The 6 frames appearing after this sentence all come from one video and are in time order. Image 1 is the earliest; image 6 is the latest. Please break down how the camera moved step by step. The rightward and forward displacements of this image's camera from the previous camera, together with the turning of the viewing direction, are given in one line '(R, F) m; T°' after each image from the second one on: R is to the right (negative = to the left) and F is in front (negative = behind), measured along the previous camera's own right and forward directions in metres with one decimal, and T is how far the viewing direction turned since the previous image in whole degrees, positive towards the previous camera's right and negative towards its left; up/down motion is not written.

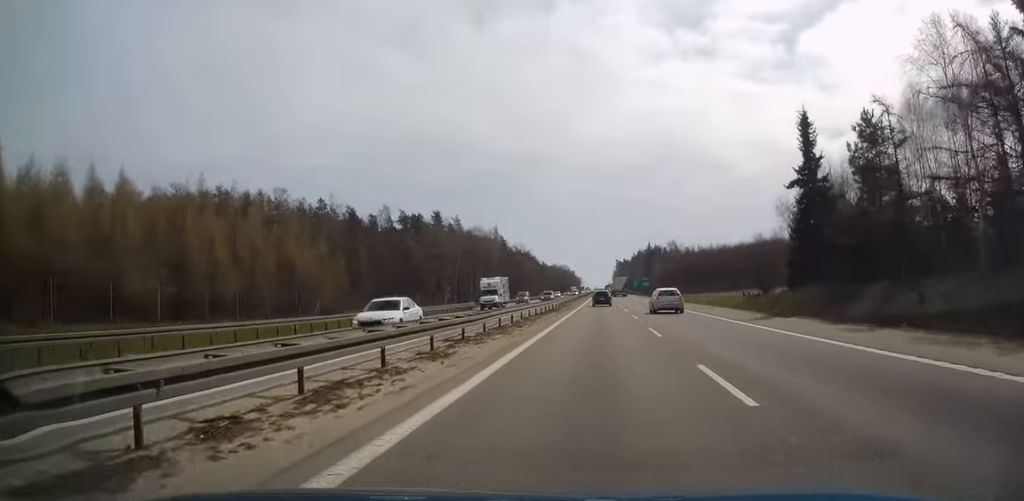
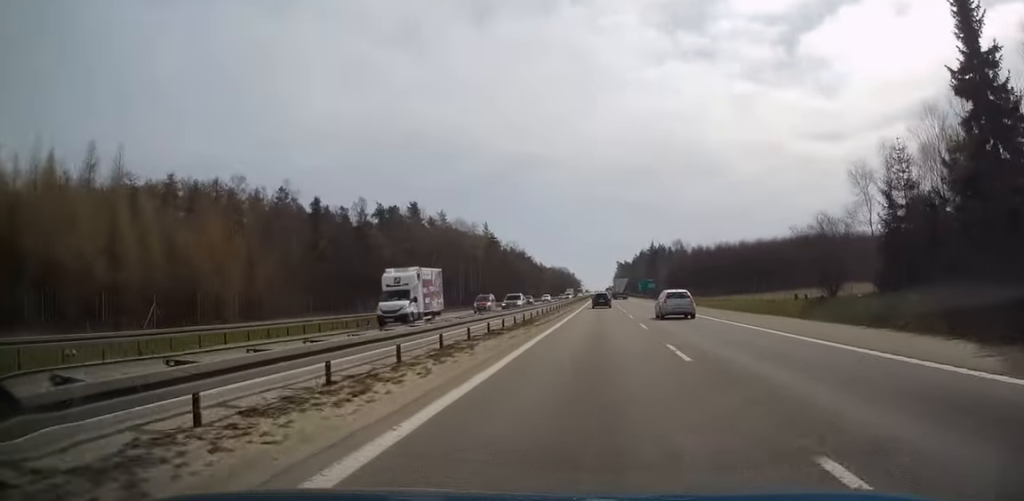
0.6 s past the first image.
(-0.1, +18.8) m; 0°
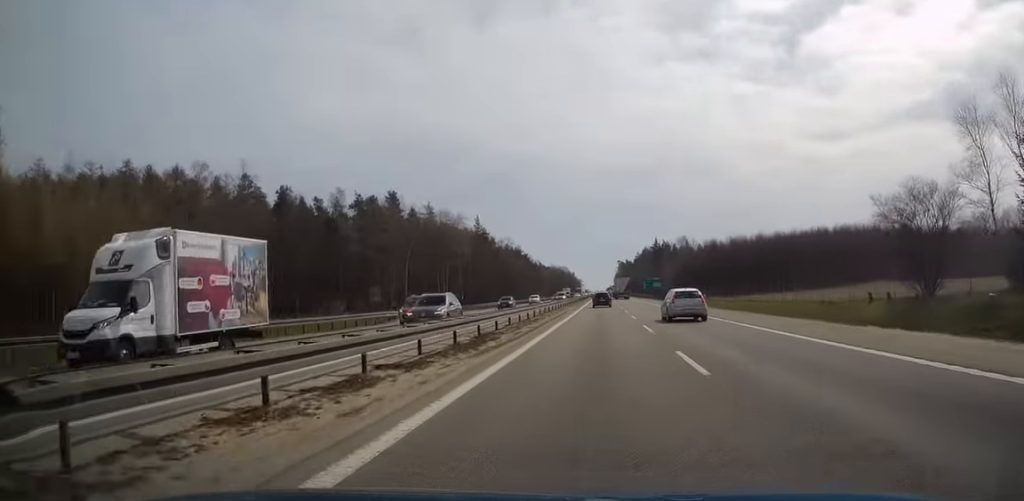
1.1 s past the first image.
(0.0, +14.2) m; 0°
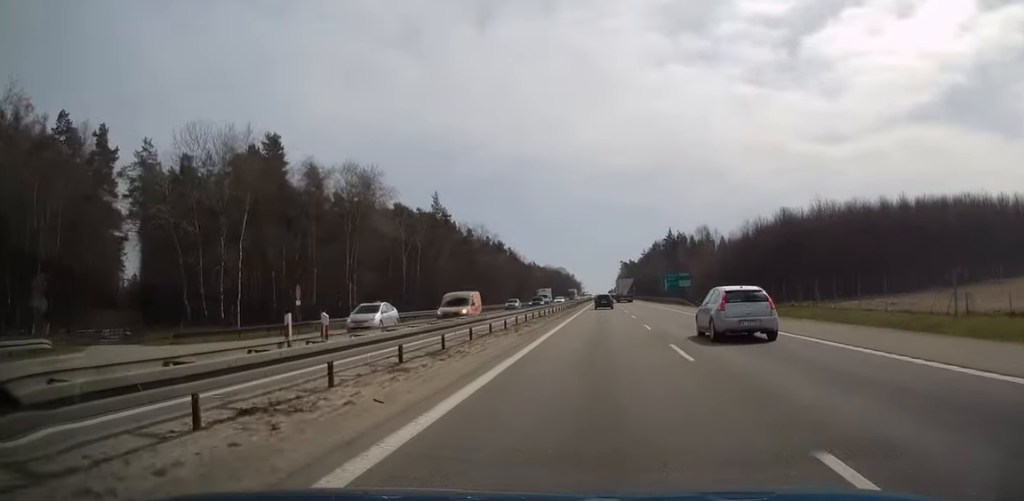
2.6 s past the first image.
(+0.4, +45.8) m; 0°
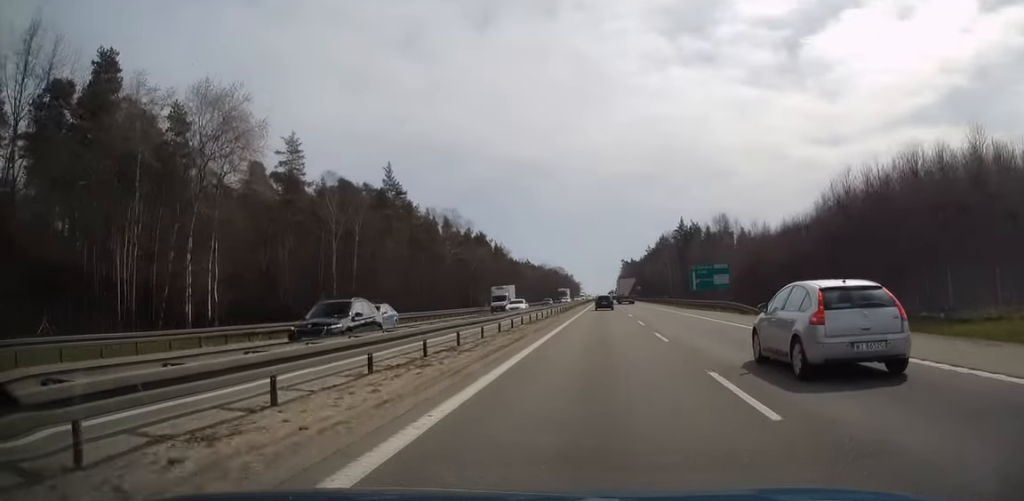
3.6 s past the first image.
(-0.3, +30.0) m; 0°
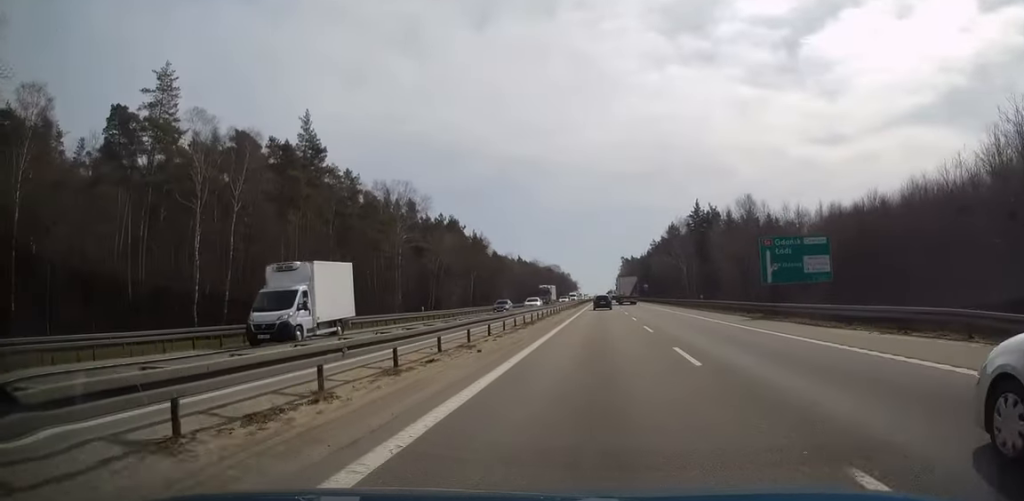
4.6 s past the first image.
(+0.2, +30.3) m; 0°
